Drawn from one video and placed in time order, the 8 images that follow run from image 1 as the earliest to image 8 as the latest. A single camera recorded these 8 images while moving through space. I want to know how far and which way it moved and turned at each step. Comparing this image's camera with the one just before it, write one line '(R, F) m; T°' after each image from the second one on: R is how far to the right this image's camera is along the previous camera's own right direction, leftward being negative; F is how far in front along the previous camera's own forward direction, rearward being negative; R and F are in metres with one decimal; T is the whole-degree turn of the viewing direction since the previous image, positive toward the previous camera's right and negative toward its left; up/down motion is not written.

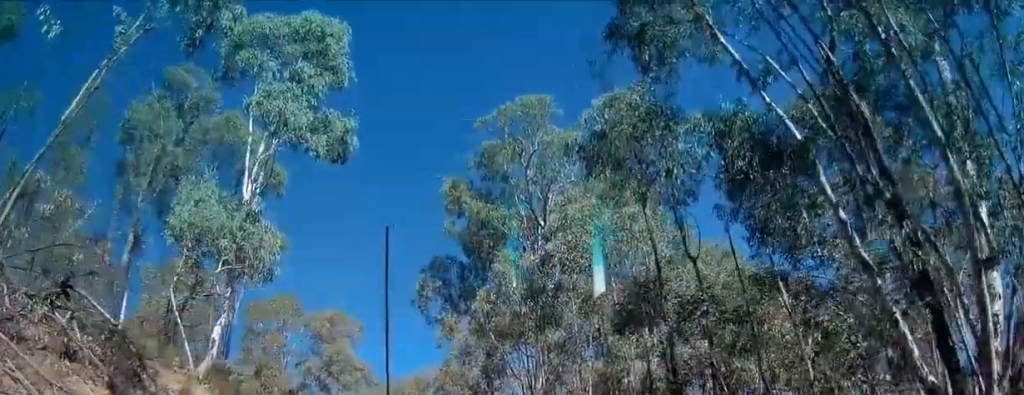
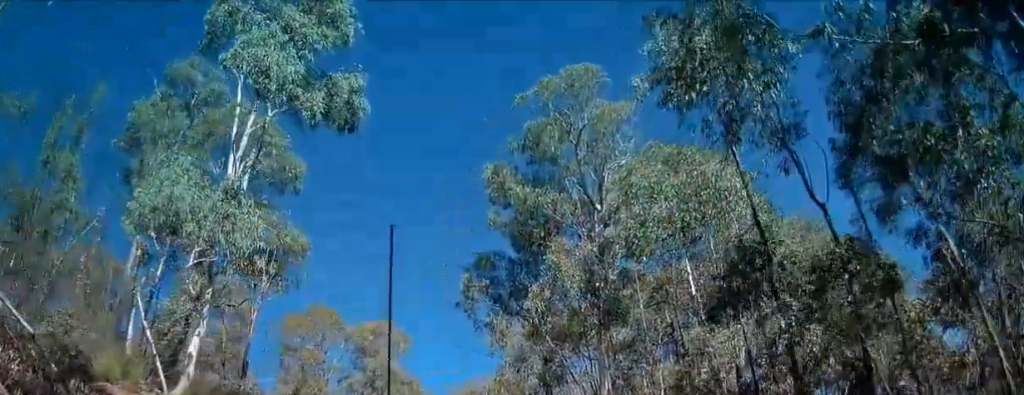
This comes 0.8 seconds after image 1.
(-0.2, +3.4) m; -4°
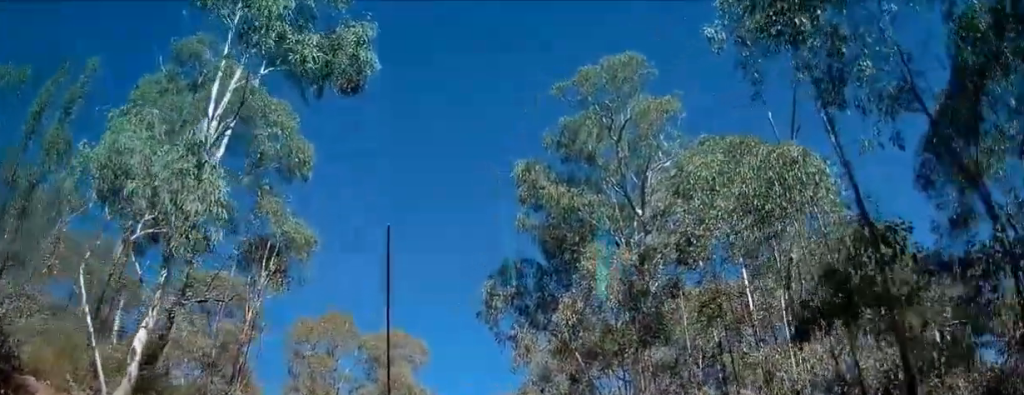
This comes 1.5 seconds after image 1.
(0.0, +2.6) m; -5°
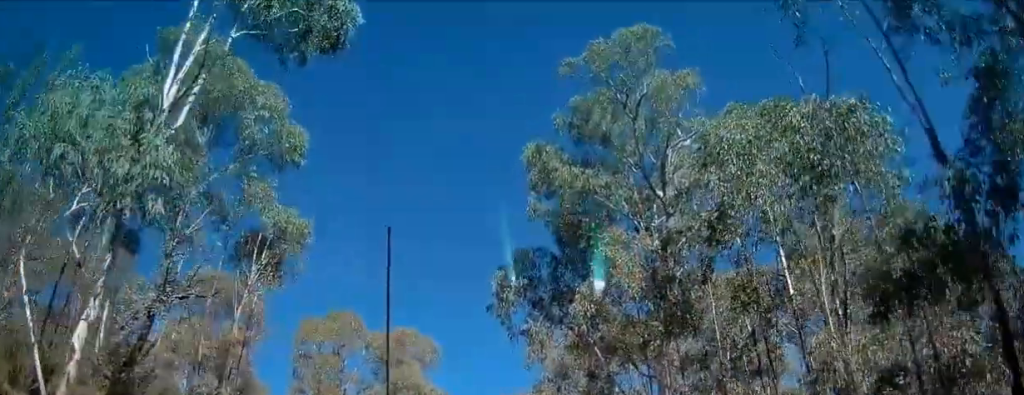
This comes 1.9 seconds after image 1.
(0.0, +1.7) m; -4°
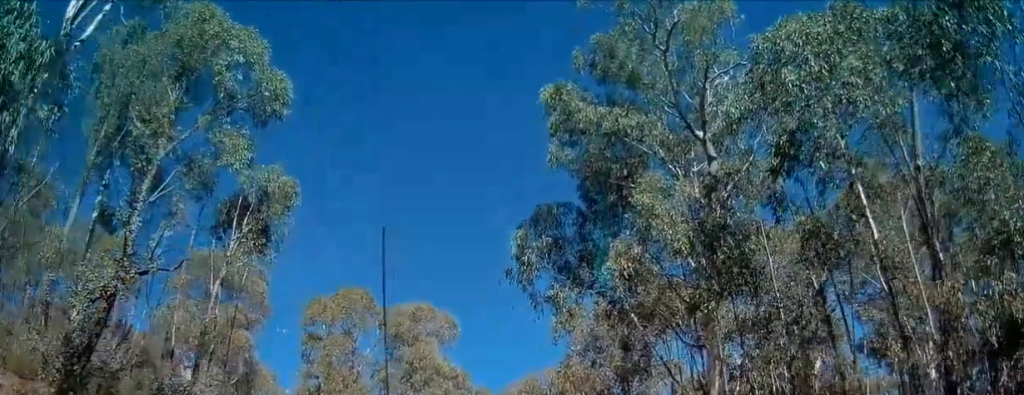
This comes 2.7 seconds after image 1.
(-0.3, +2.7) m; -7°
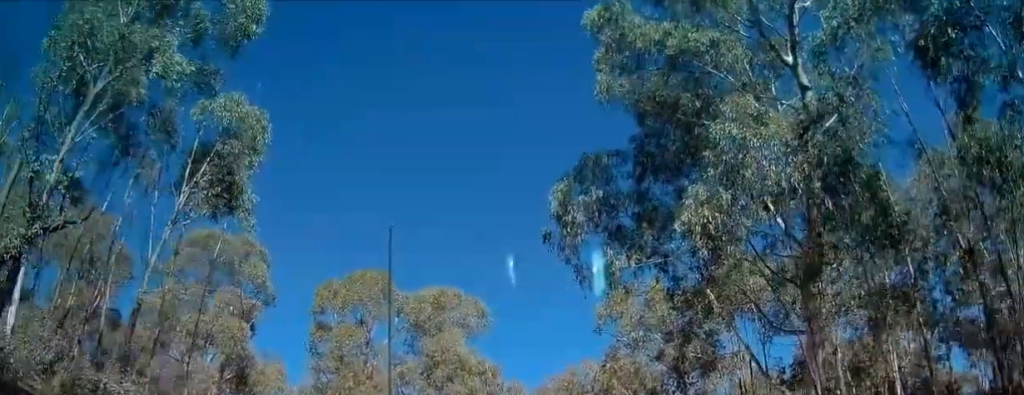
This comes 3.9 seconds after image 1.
(-0.1, +4.2) m; +2°
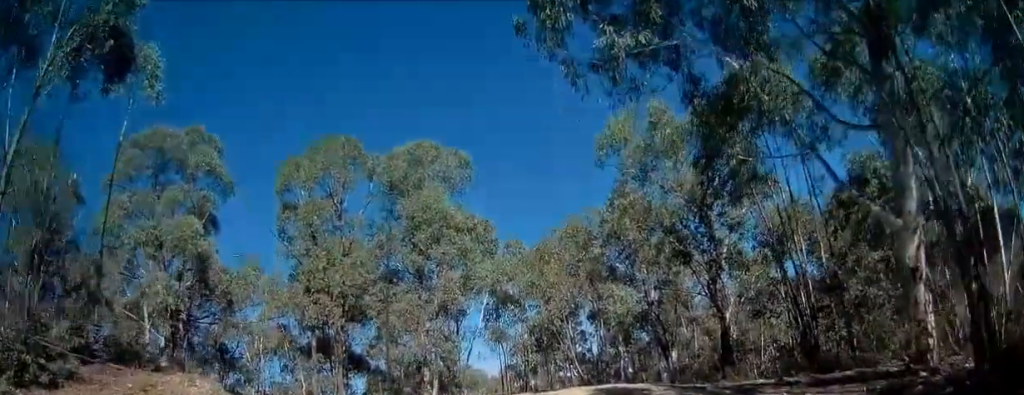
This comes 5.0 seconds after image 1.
(+0.2, +3.3) m; +3°
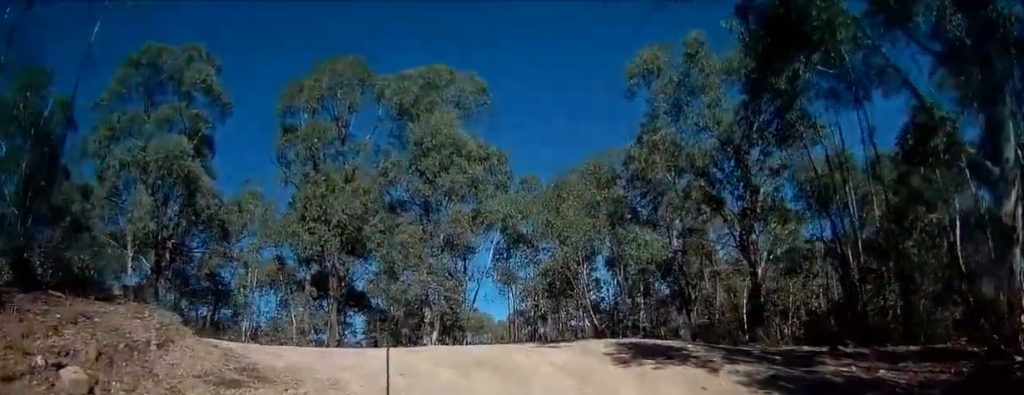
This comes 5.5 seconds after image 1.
(0.0, +1.6) m; -1°
